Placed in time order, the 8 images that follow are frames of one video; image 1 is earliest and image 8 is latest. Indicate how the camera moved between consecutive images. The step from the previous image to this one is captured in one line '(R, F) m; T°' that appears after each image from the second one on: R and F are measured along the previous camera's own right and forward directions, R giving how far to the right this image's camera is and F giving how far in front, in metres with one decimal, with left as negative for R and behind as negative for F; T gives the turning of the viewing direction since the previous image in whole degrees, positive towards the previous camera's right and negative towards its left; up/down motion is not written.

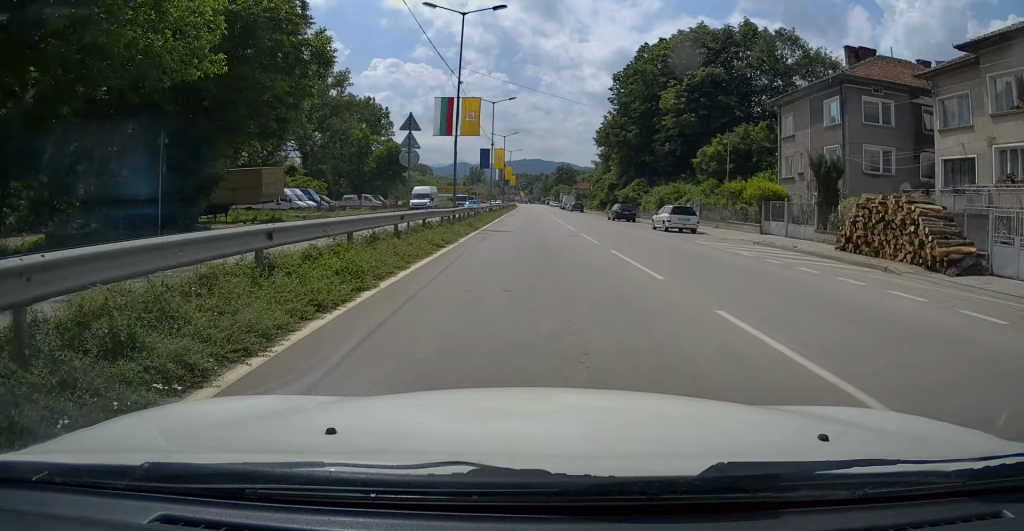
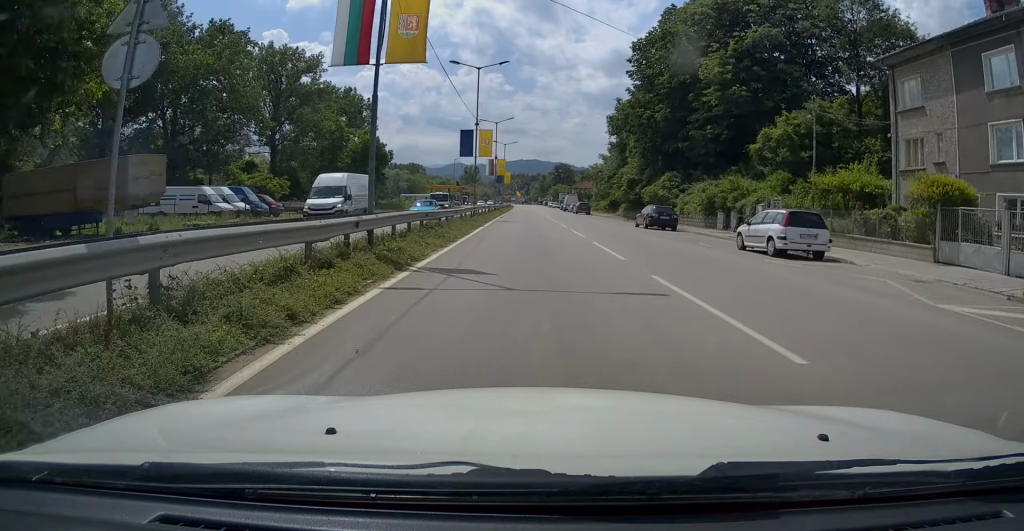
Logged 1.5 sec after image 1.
(-0.1, +13.5) m; 0°
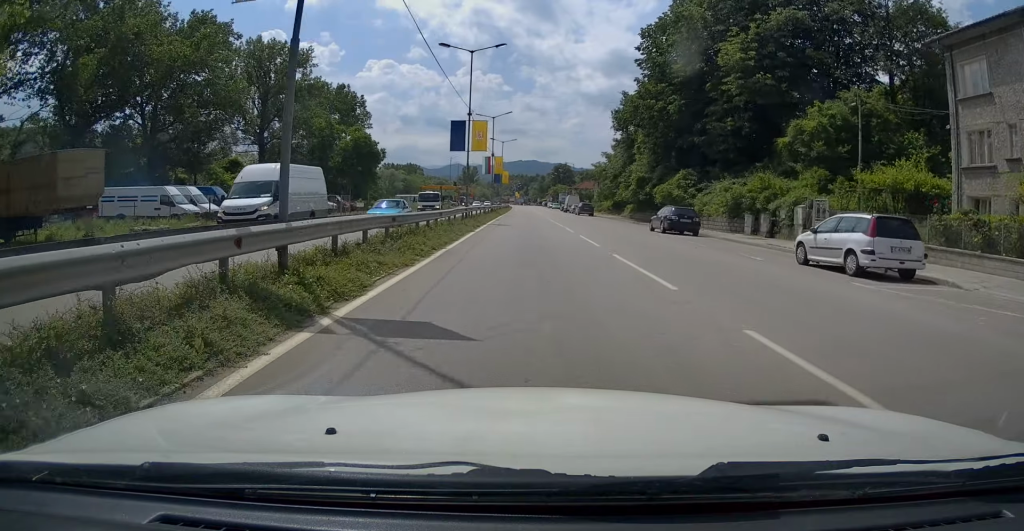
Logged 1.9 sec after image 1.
(+0.1, +4.2) m; 0°
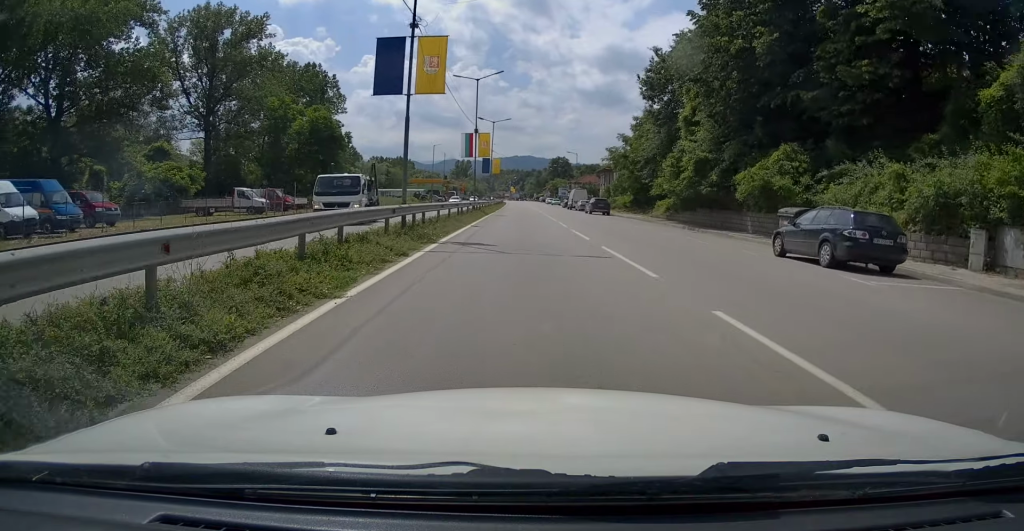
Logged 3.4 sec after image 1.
(-0.2, +15.3) m; -1°
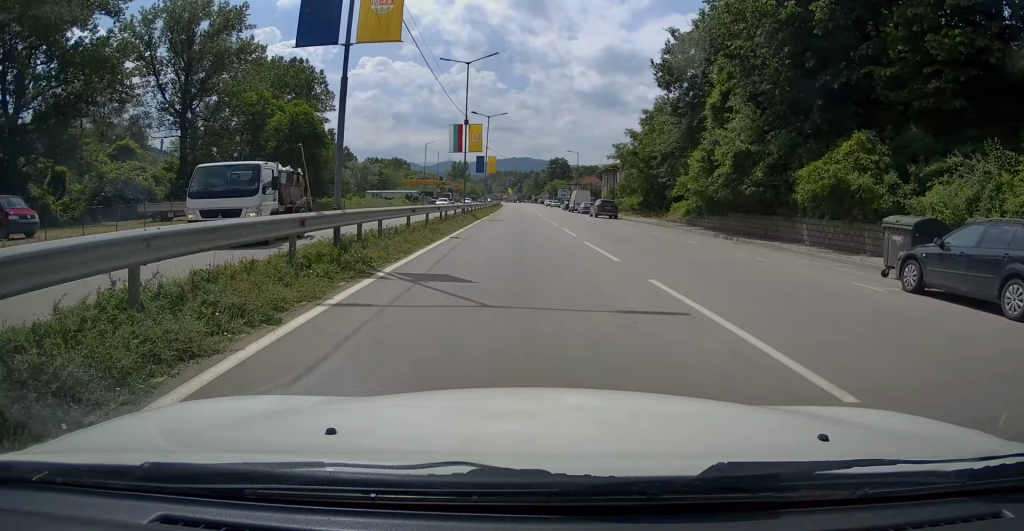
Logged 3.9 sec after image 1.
(0.0, +5.8) m; 0°
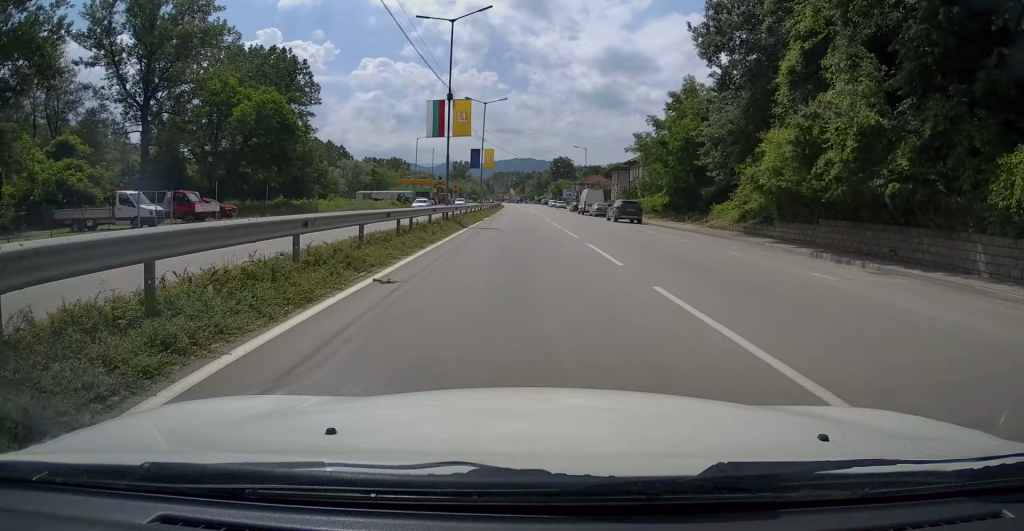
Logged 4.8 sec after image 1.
(0.0, +9.5) m; 0°
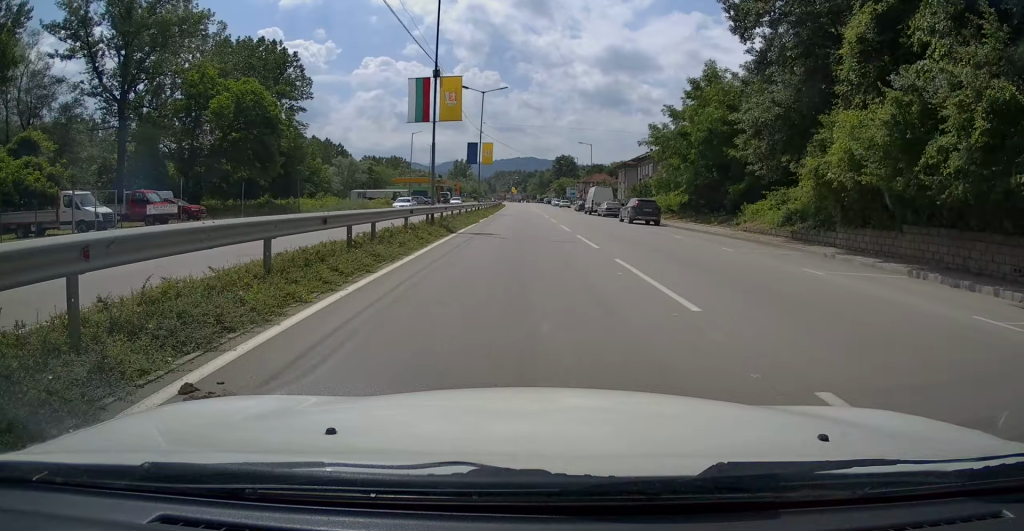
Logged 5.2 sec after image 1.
(0.0, +5.1) m; 0°
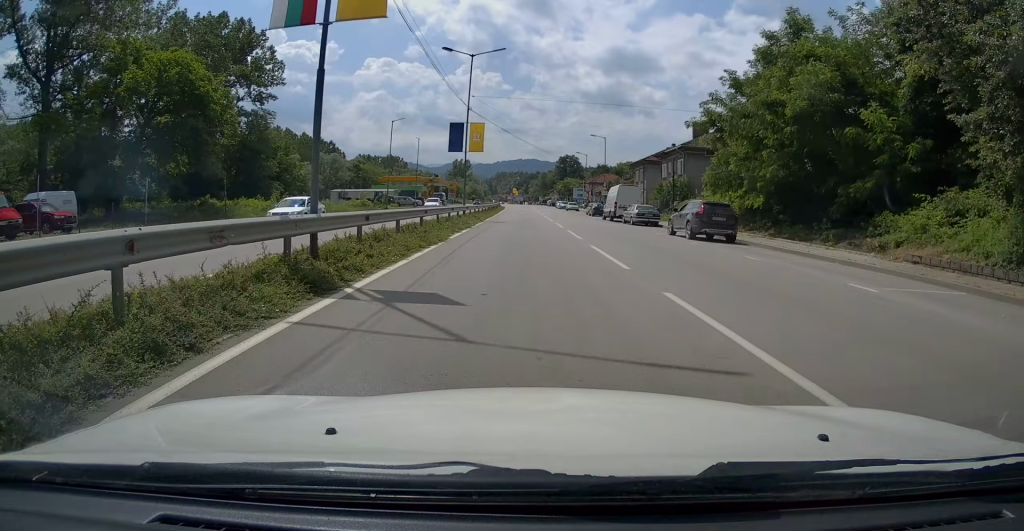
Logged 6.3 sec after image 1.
(+0.2, +13.4) m; -1°
